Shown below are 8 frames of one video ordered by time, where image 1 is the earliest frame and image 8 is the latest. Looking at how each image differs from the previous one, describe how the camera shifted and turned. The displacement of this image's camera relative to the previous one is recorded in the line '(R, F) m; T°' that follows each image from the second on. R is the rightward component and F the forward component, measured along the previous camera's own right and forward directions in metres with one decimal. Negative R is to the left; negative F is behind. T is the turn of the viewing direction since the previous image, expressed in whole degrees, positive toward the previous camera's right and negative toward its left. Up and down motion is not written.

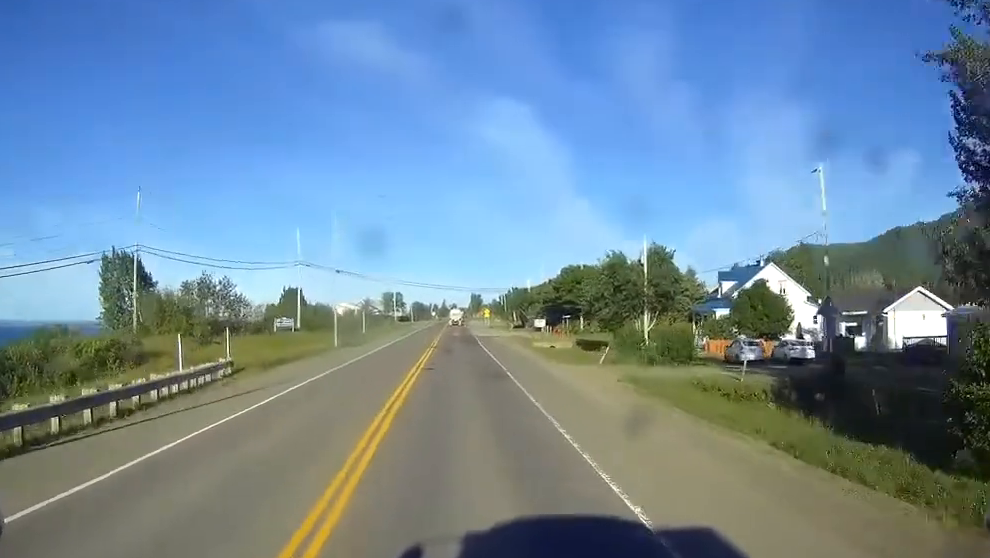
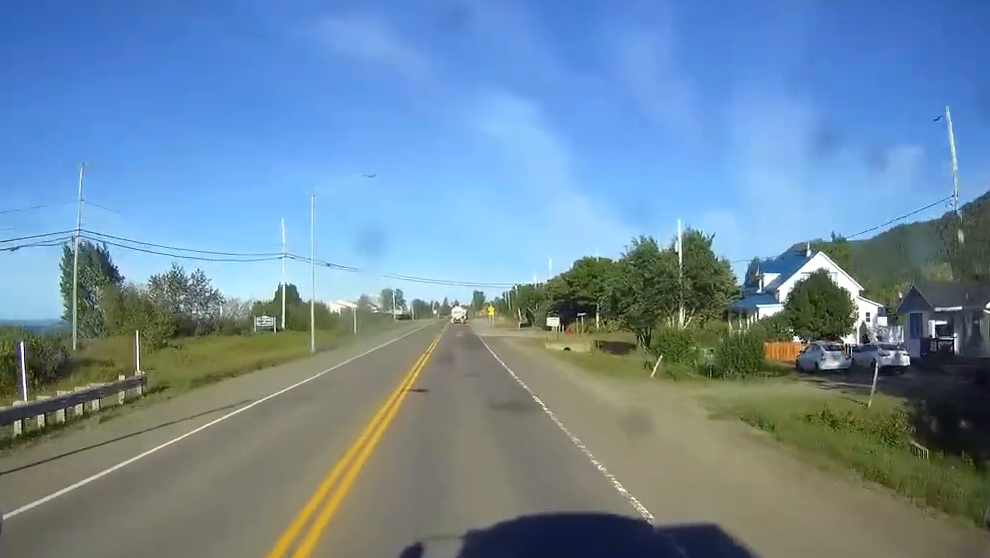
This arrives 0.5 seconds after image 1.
(0.0, +11.0) m; 0°
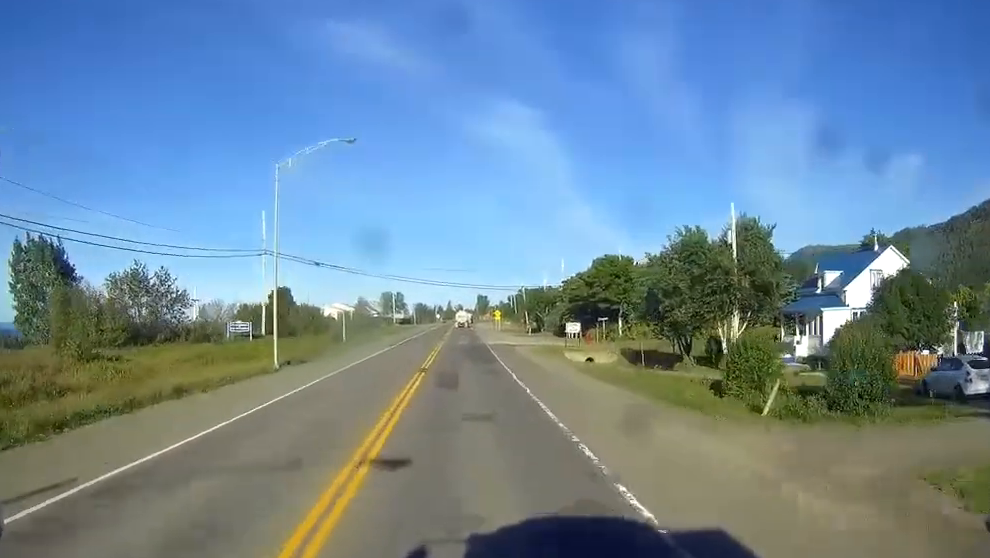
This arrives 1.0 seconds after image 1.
(0.0, +11.8) m; 0°
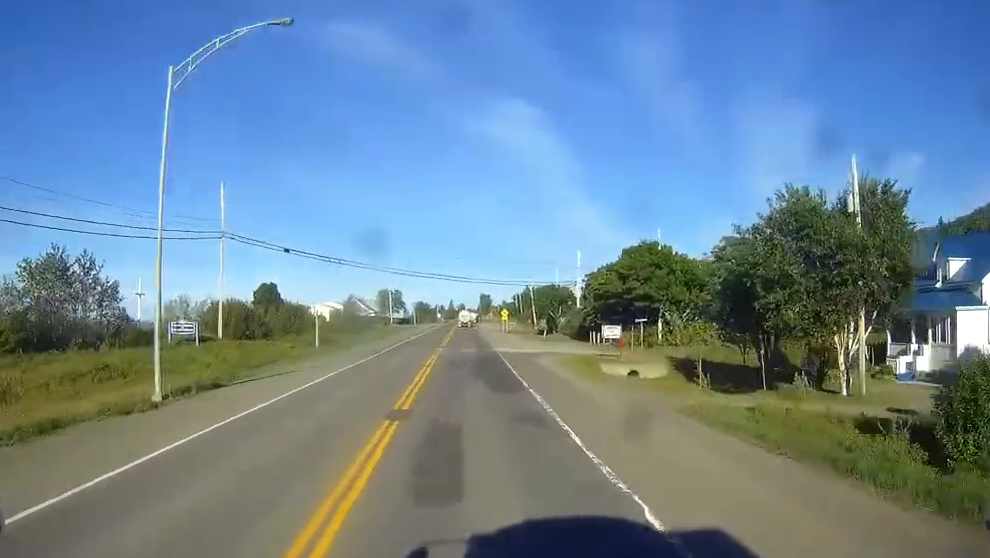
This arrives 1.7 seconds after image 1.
(0.0, +16.7) m; 0°
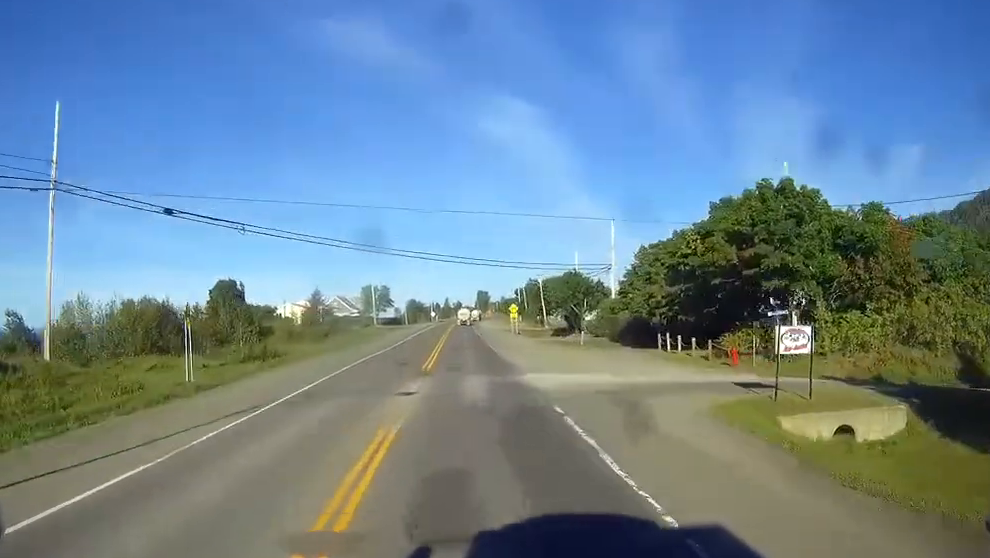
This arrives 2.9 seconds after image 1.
(+0.2, +30.5) m; 0°
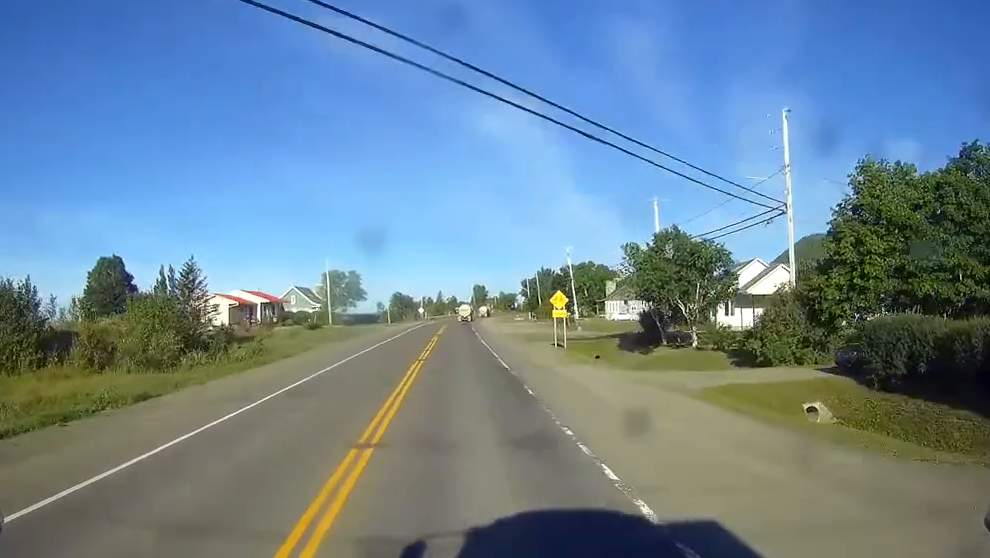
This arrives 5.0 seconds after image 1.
(0.0, +51.3) m; 0°
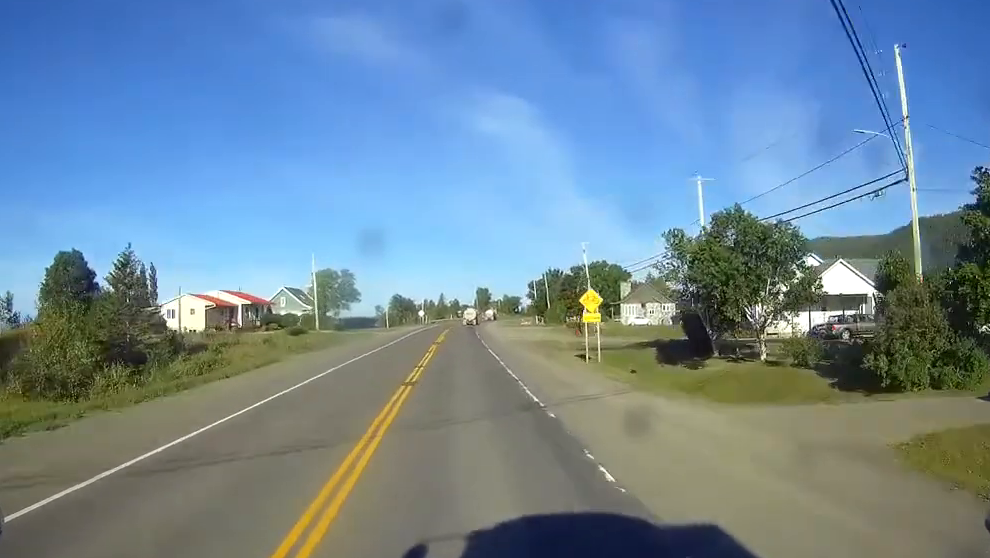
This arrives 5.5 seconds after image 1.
(0.0, +12.4) m; 0°
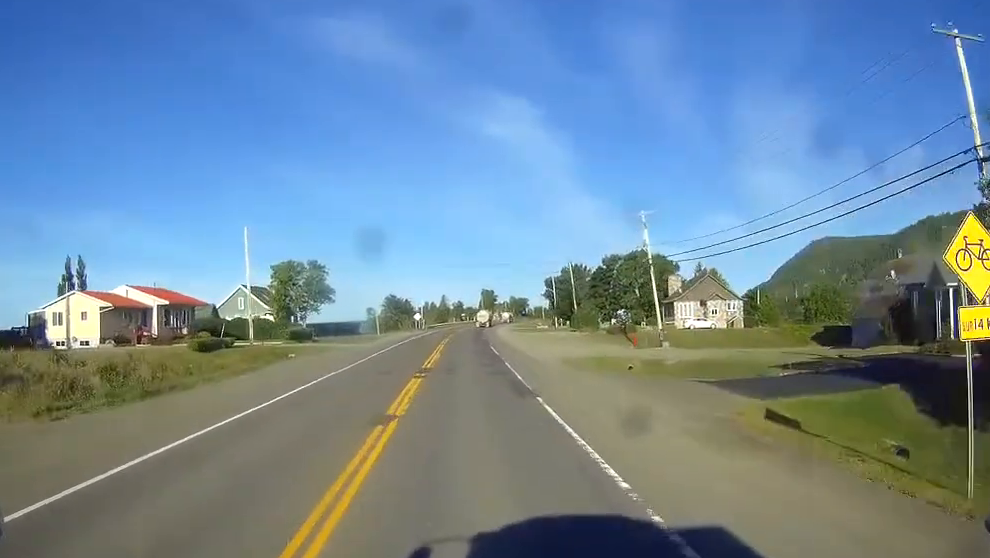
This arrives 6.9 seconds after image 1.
(0.0, +33.2) m; 0°
